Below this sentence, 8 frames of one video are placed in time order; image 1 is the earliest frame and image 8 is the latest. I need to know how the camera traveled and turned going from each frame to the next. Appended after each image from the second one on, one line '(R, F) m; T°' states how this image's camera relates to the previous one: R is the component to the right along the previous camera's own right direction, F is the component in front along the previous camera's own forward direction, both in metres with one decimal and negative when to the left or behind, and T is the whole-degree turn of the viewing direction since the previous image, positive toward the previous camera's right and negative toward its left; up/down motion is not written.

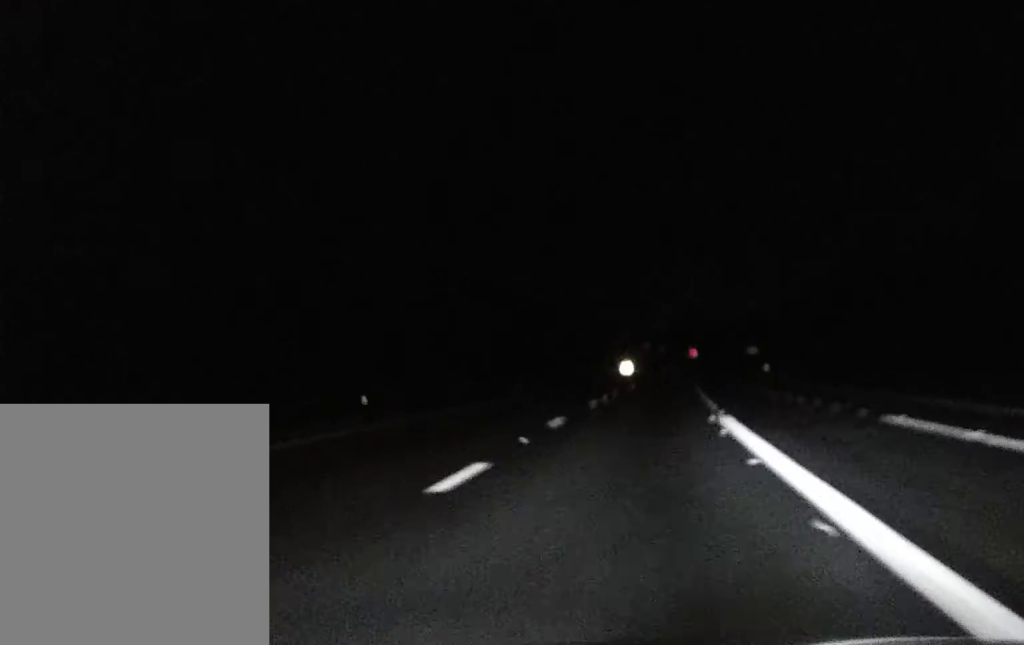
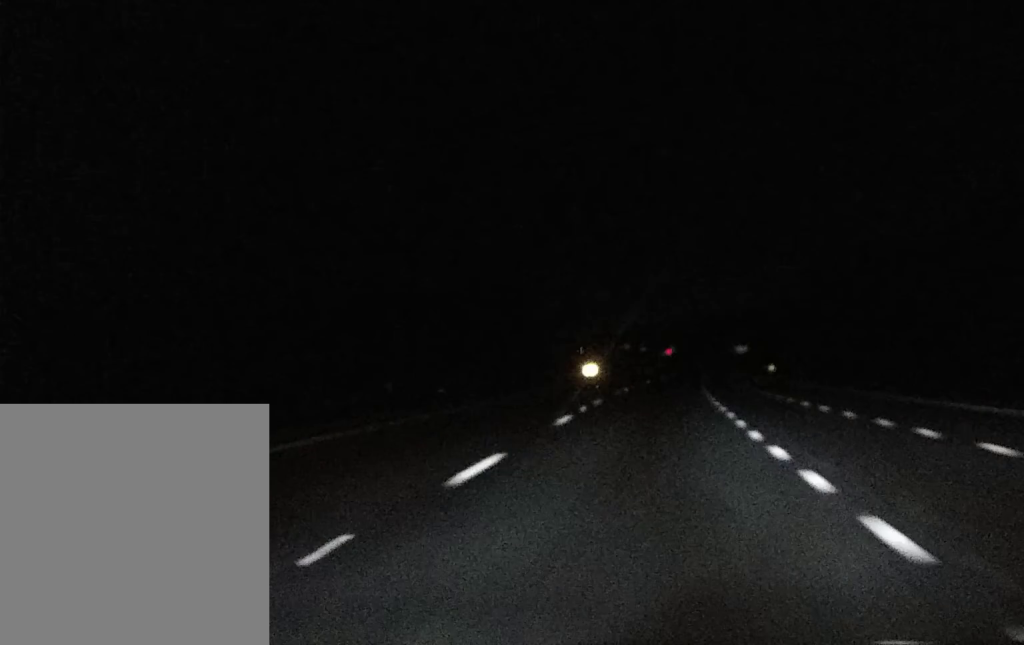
(+0.4, +36.4) m; +1°
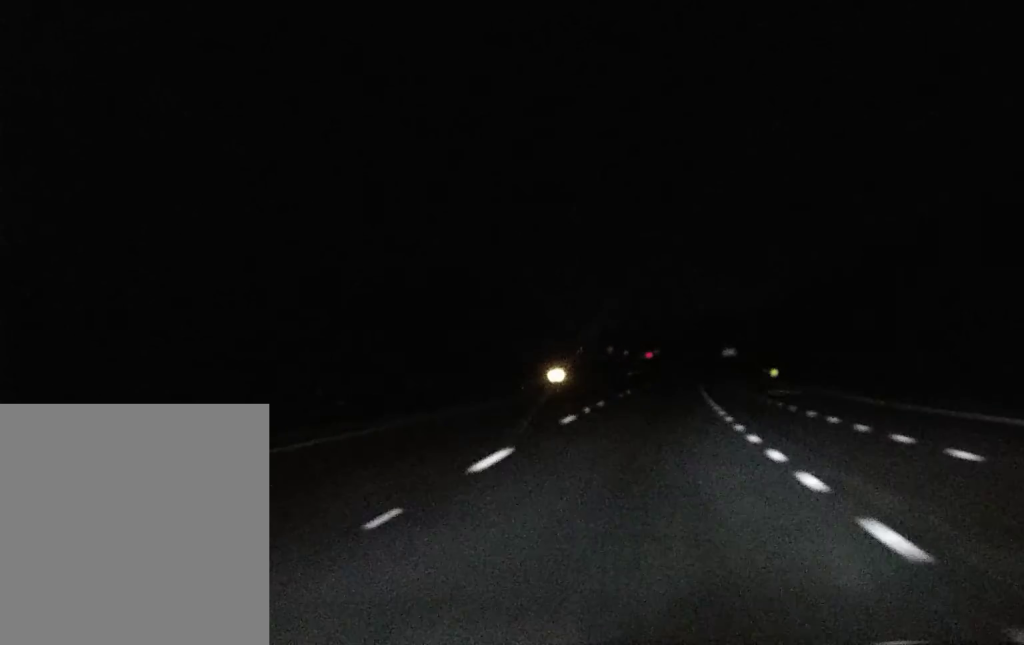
(+0.1, +20.1) m; 0°
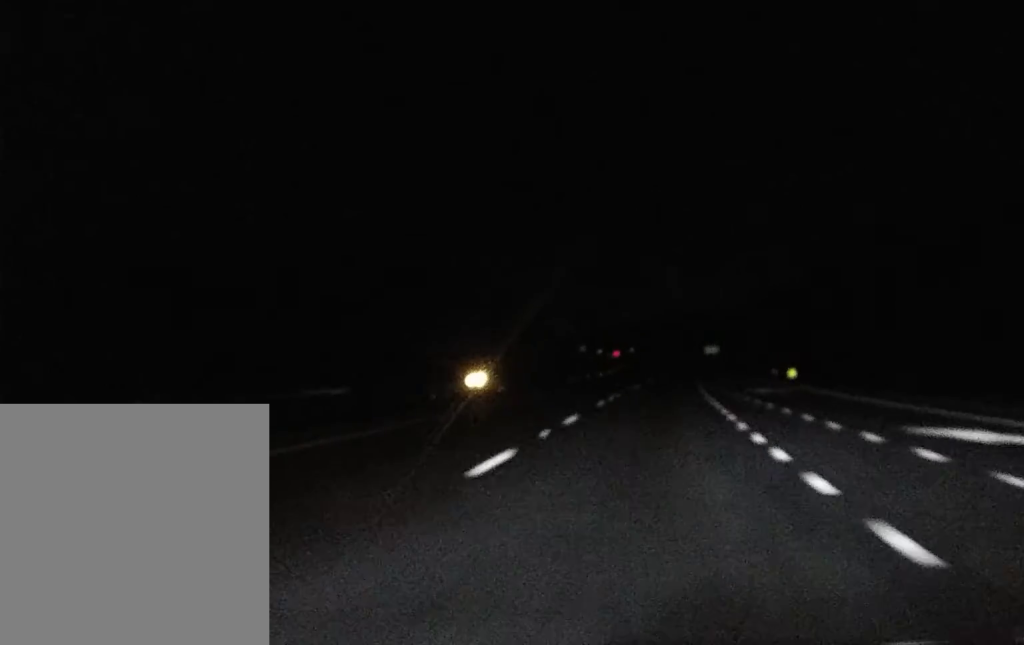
(+0.4, +43.1) m; +1°
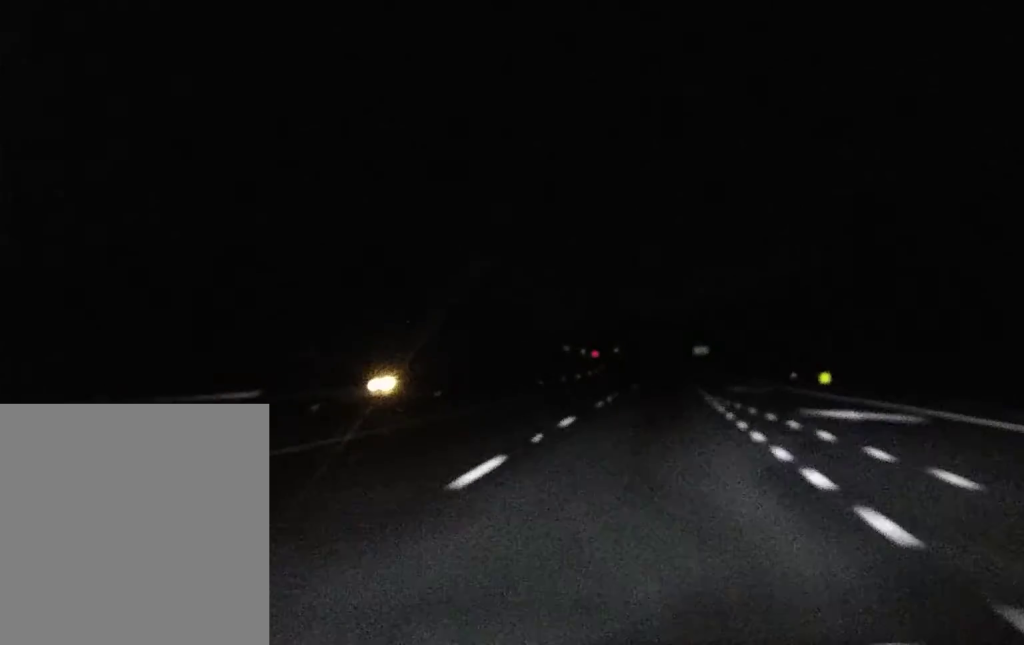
(+0.3, +27.8) m; +1°
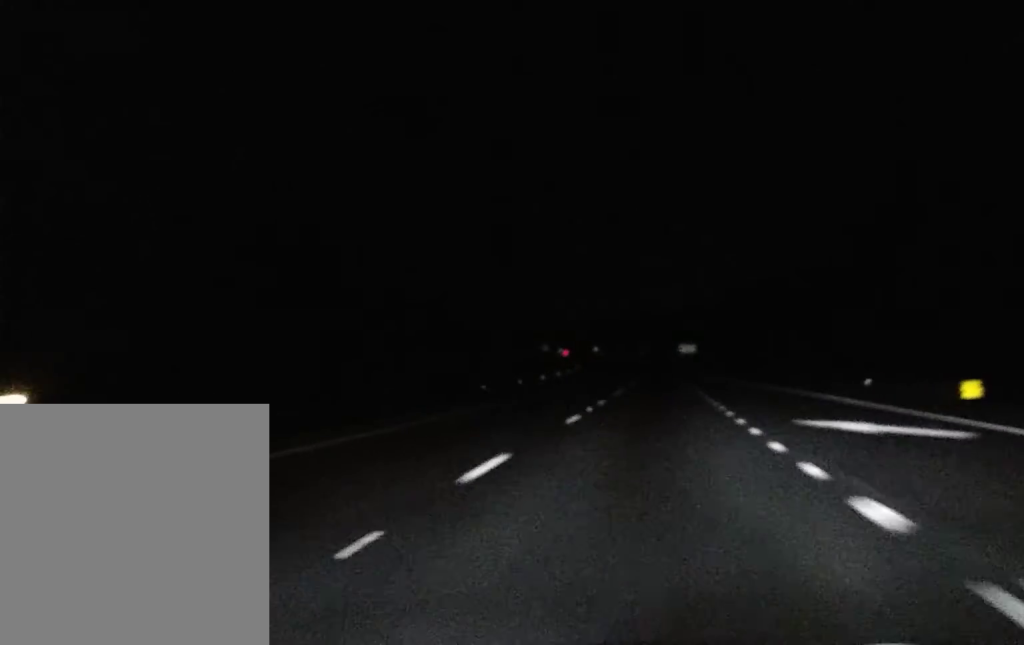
(+0.3, +35.3) m; +1°
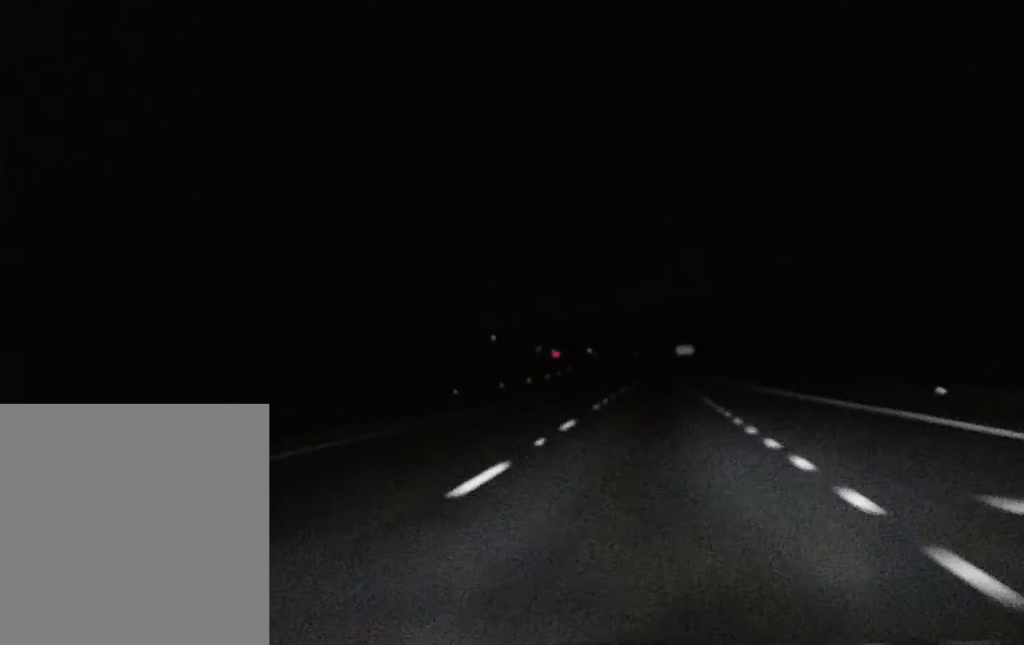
(0.0, +13.1) m; 0°
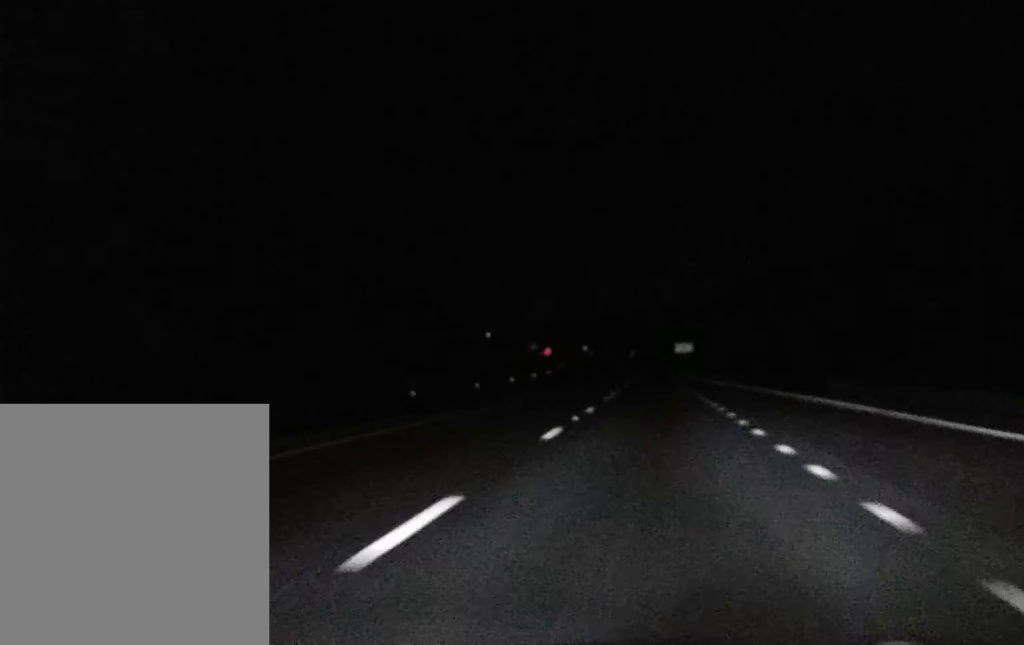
(+0.1, +15.9) m; 0°
